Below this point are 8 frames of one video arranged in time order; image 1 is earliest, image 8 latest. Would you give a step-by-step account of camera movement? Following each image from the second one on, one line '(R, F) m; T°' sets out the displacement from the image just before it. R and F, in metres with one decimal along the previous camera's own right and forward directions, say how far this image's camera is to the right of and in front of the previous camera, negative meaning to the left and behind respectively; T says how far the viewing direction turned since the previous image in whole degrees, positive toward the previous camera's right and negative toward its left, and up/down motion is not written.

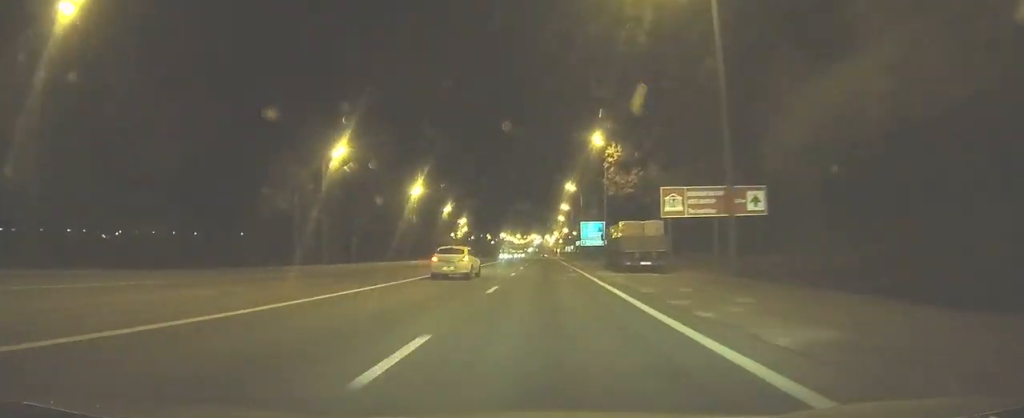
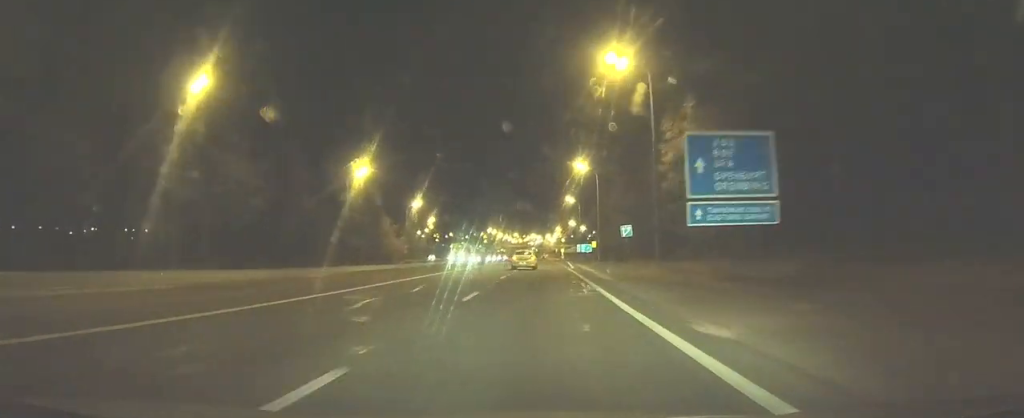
(-0.1, +74.9) m; 0°
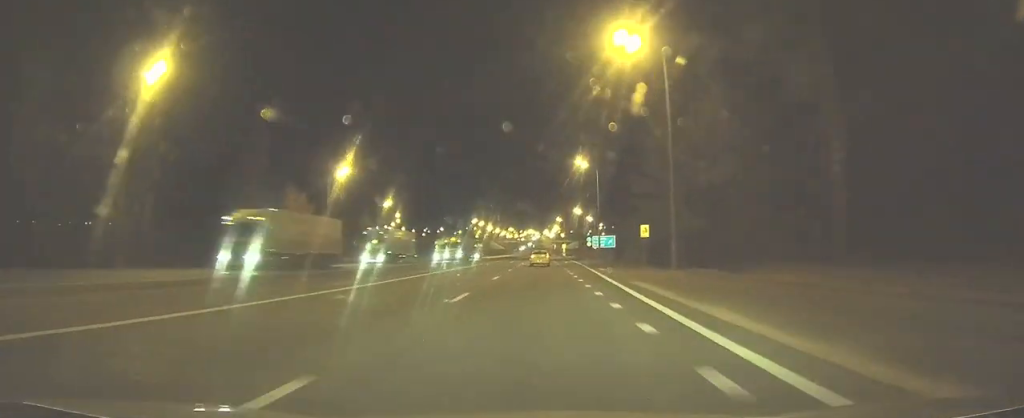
(+0.3, +48.2) m; +1°
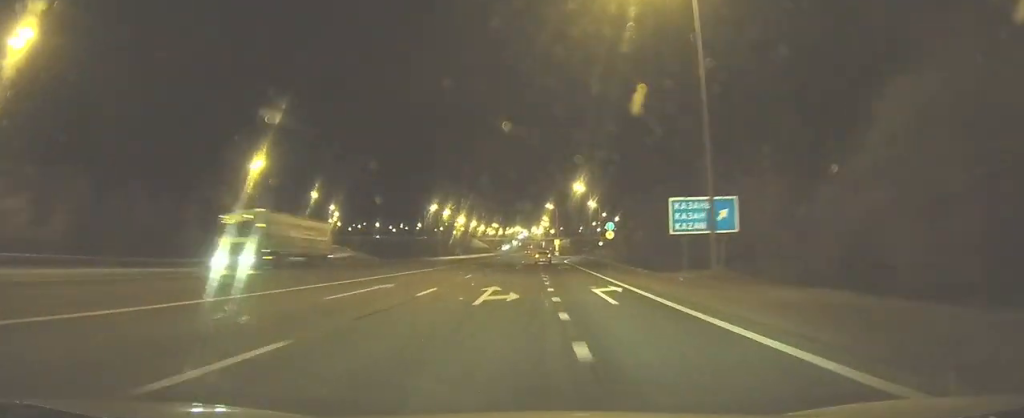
(+0.5, +57.7) m; +1°
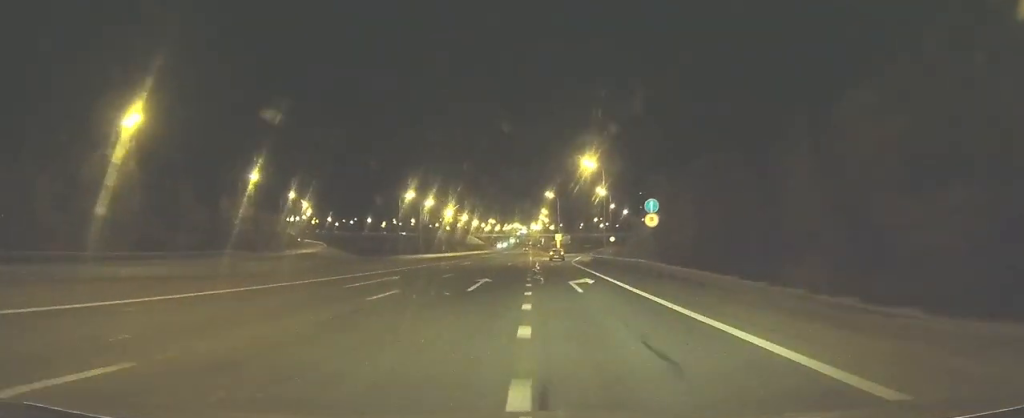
(-0.1, +26.5) m; +1°
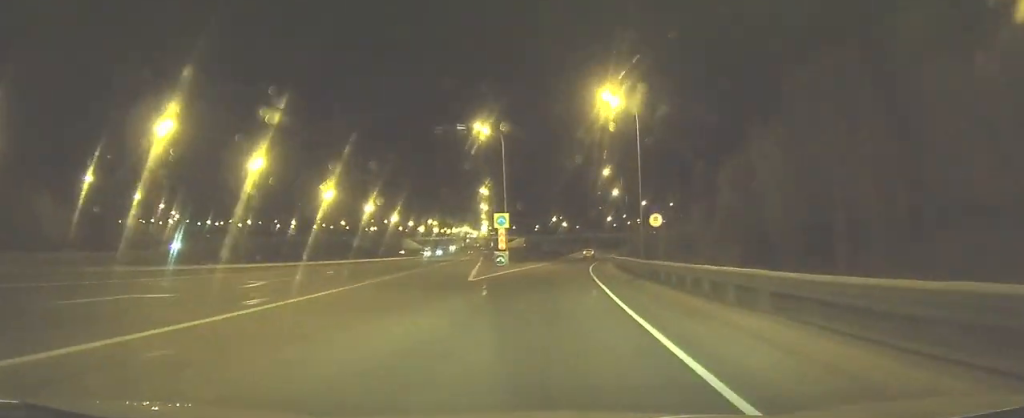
(+2.8, +77.9) m; +5°
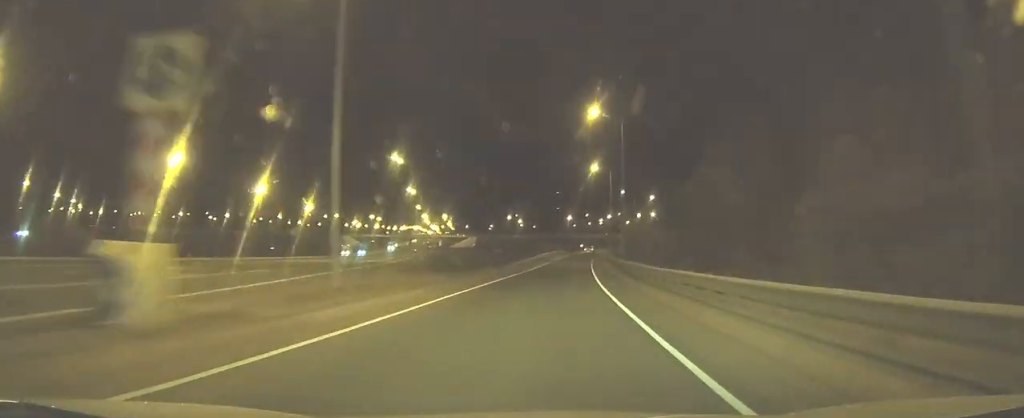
(+0.7, +39.8) m; +4°
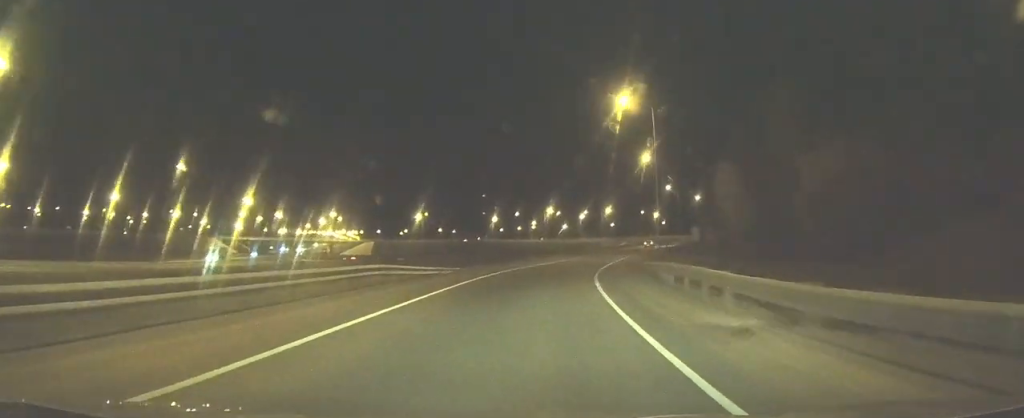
(+6.0, +78.7) m; +9°
